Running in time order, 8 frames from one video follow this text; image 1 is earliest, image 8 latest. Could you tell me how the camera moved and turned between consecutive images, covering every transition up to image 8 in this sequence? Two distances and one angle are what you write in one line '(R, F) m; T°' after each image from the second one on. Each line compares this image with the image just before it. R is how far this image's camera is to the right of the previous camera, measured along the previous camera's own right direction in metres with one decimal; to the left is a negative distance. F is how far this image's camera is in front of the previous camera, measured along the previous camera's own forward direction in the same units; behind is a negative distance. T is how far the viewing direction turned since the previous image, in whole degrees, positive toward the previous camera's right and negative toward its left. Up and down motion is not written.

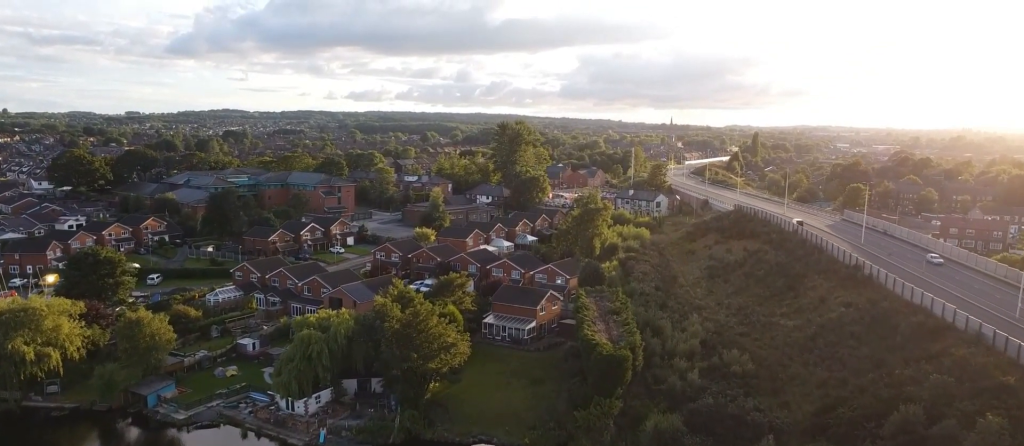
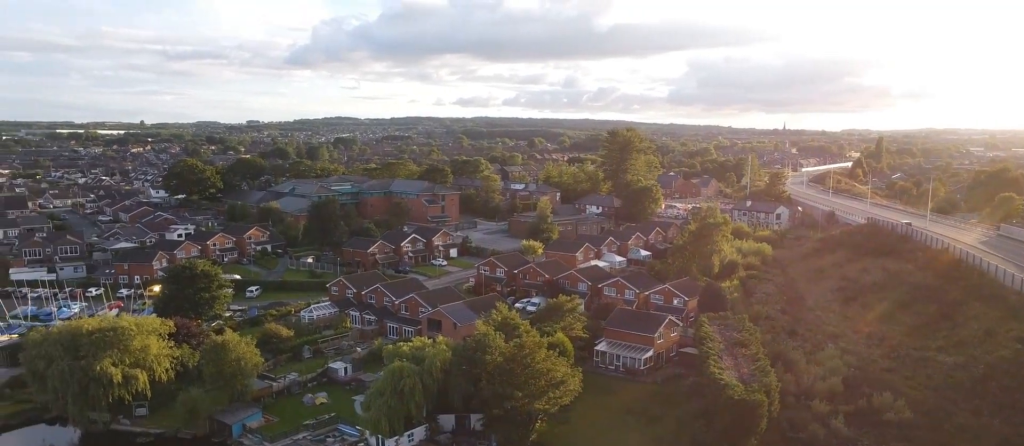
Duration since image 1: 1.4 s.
(-0.2, +10.8) m; -6°
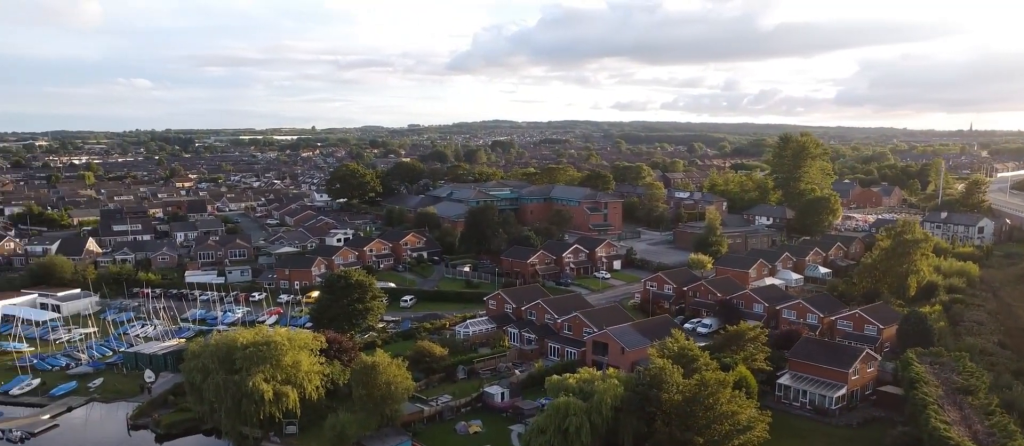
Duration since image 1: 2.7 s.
(-1.3, +9.4) m; -16°
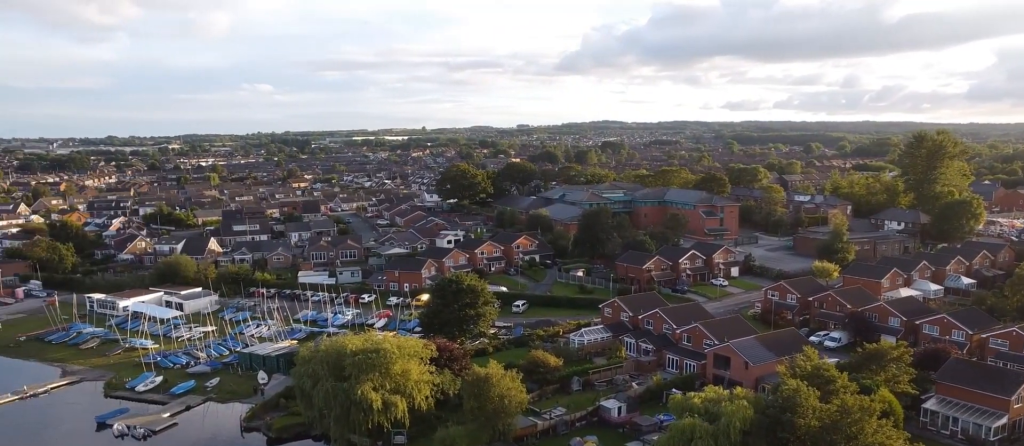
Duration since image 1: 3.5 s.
(-0.4, +5.0) m; -9°
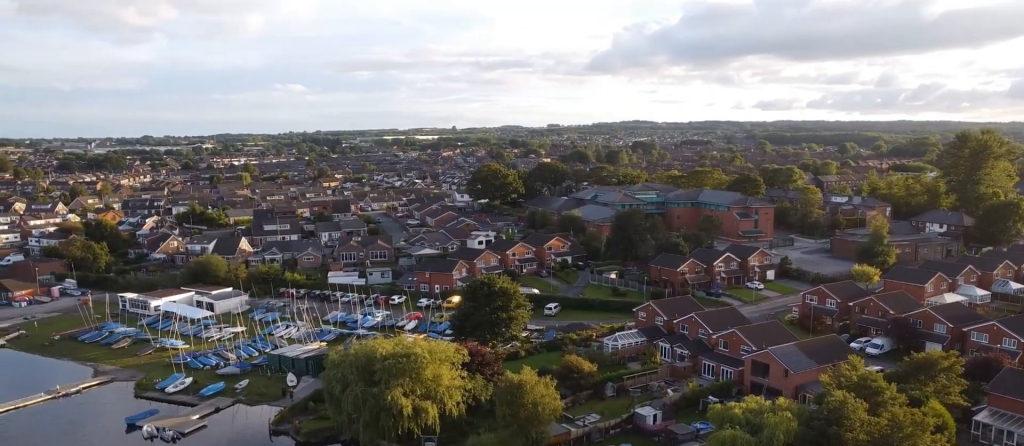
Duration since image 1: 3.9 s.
(-0.1, +2.7) m; -5°
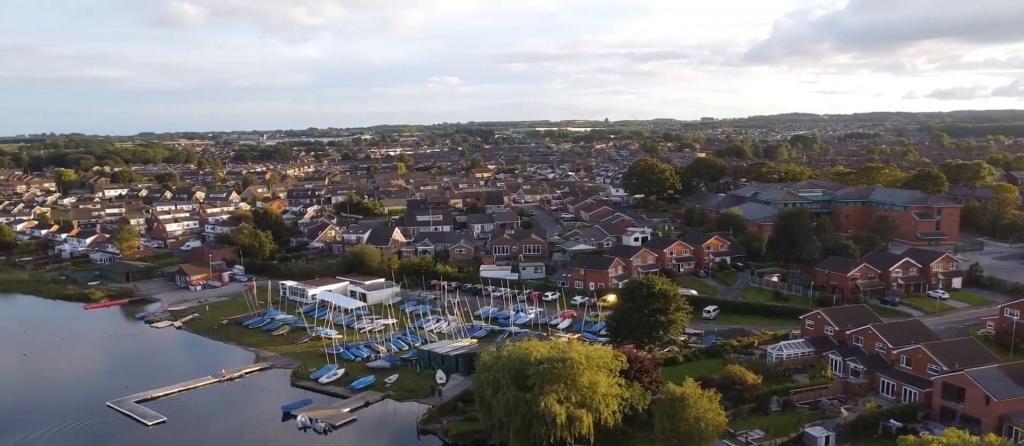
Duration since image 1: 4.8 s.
(-0.4, +5.3) m; -9°
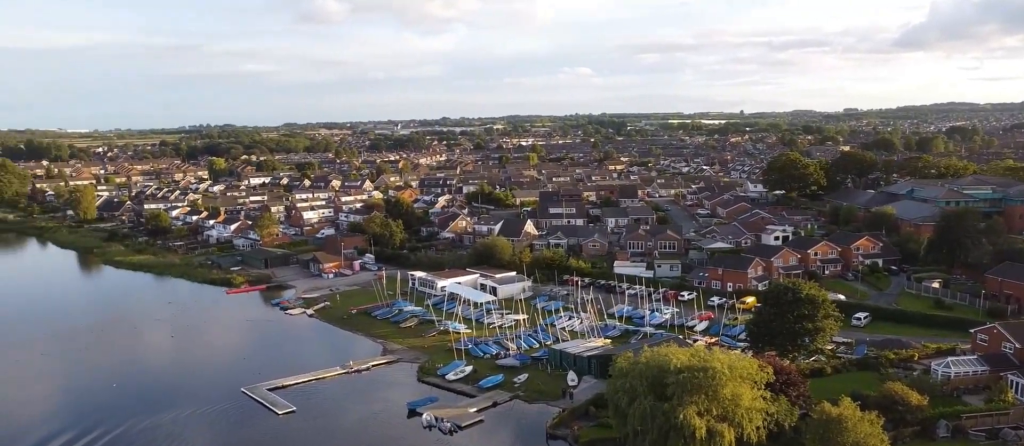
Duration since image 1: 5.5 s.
(-0.2, +4.4) m; -7°
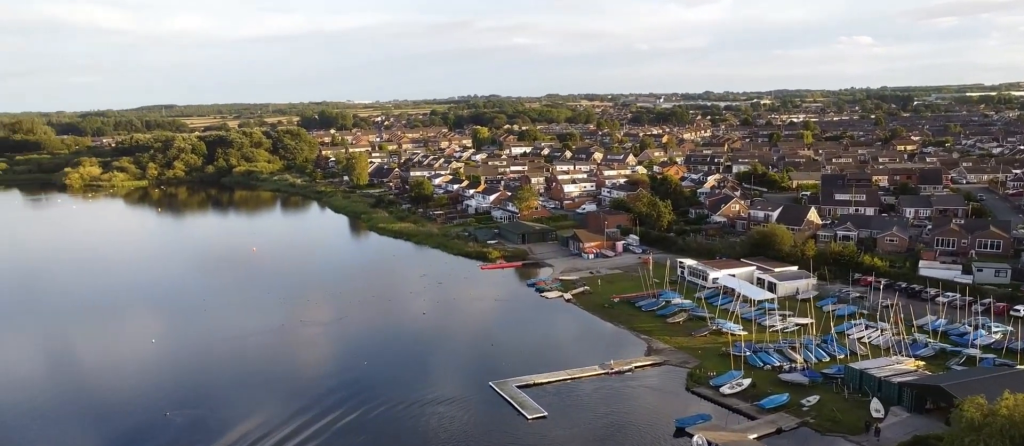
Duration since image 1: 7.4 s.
(-2.0, +12.8) m; -18°
